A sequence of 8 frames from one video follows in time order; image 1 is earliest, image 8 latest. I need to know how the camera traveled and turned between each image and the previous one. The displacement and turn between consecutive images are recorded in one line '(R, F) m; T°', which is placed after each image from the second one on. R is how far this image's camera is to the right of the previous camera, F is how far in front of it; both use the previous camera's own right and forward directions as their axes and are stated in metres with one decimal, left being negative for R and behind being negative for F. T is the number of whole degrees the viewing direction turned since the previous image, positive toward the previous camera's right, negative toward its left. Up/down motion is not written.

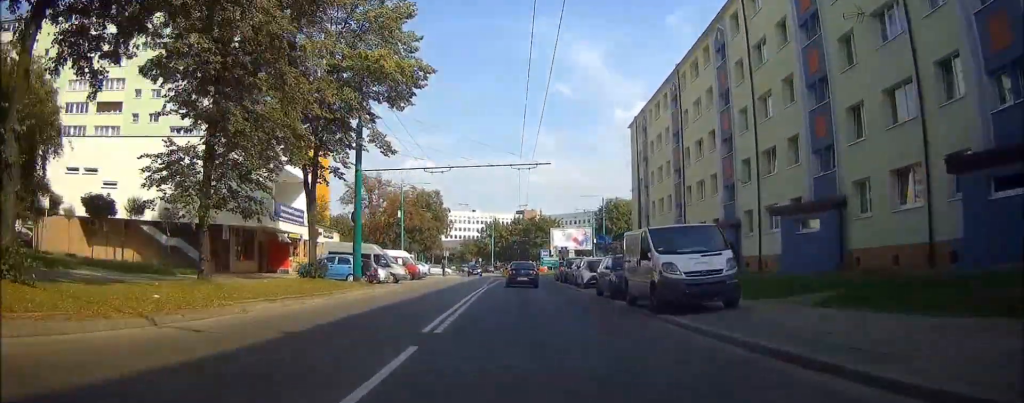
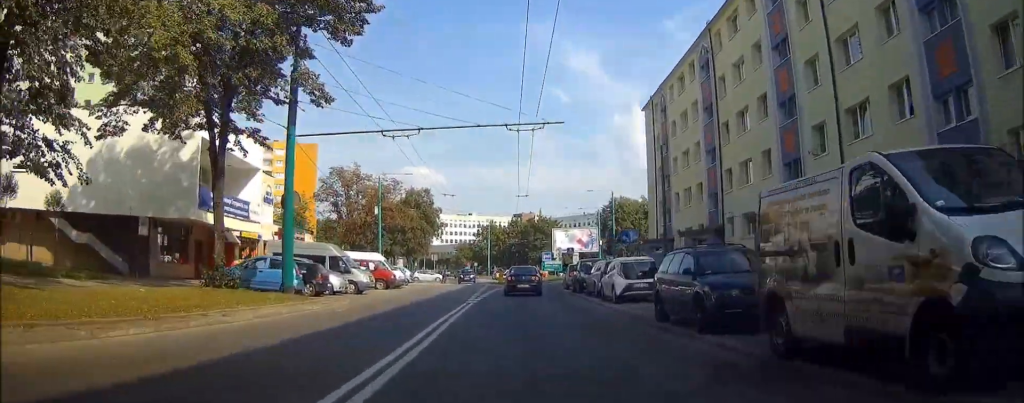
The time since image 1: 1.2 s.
(+0.1, +10.2) m; +3°
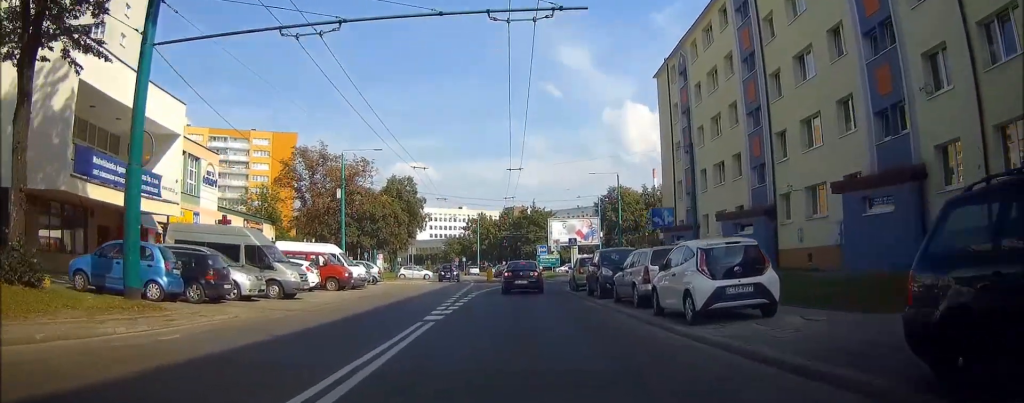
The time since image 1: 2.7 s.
(+0.3, +9.7) m; +2°
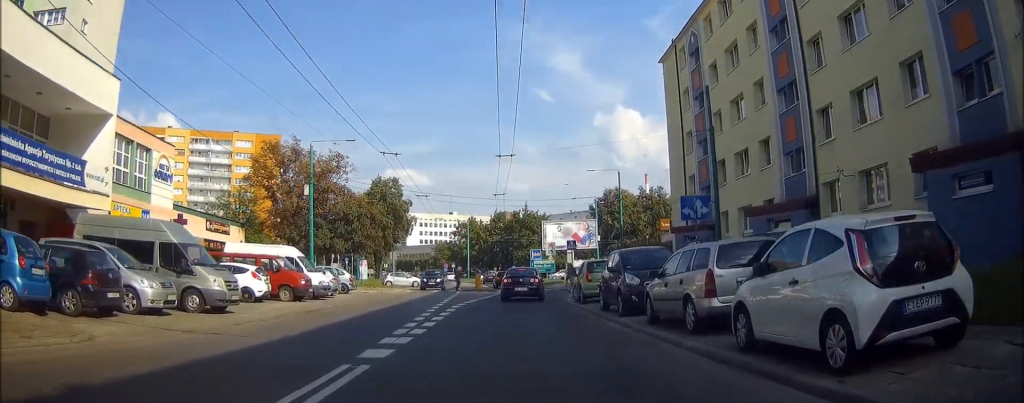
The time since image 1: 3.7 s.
(0.0, +5.3) m; +1°
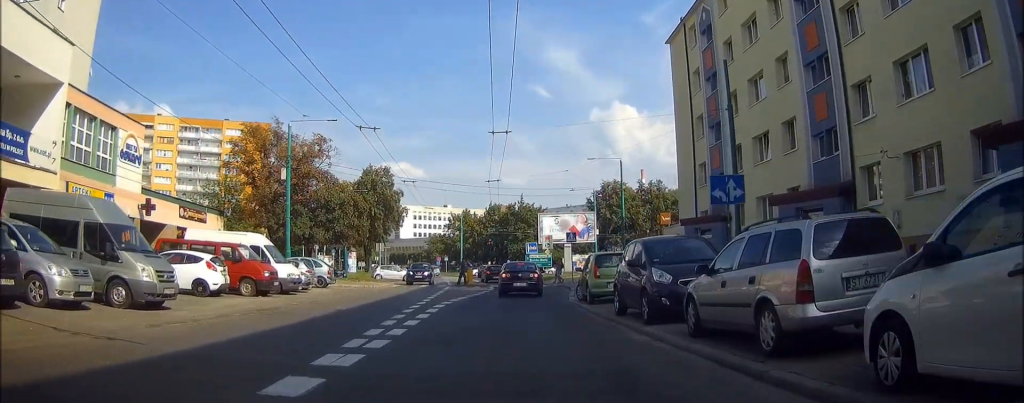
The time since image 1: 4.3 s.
(0.0, +3.3) m; +1°
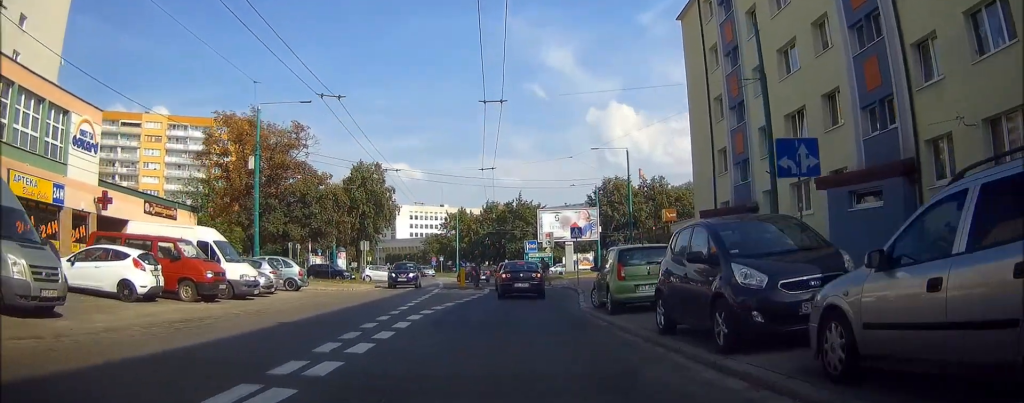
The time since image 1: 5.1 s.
(0.0, +4.1) m; -1°
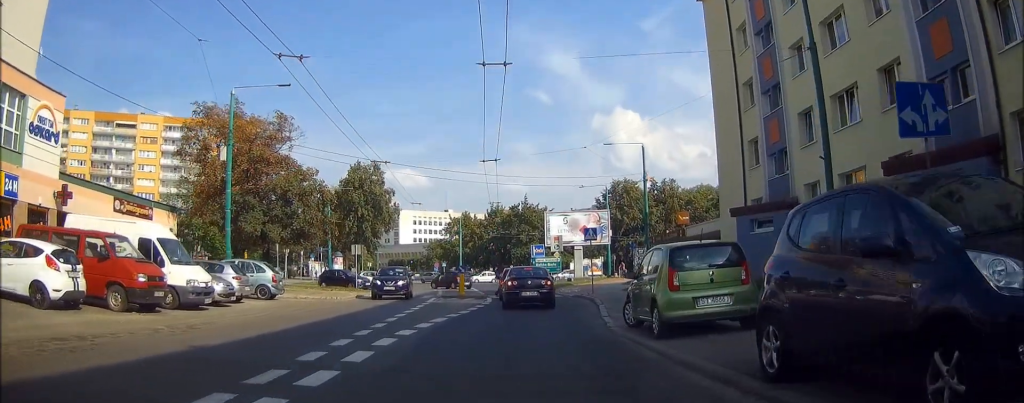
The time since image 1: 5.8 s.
(-0.1, +3.6) m; -2°
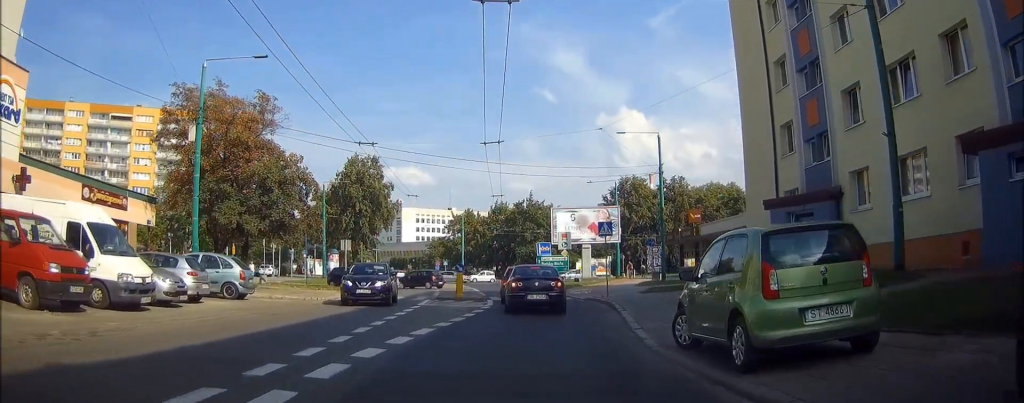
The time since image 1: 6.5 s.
(0.0, +3.1) m; -1°
